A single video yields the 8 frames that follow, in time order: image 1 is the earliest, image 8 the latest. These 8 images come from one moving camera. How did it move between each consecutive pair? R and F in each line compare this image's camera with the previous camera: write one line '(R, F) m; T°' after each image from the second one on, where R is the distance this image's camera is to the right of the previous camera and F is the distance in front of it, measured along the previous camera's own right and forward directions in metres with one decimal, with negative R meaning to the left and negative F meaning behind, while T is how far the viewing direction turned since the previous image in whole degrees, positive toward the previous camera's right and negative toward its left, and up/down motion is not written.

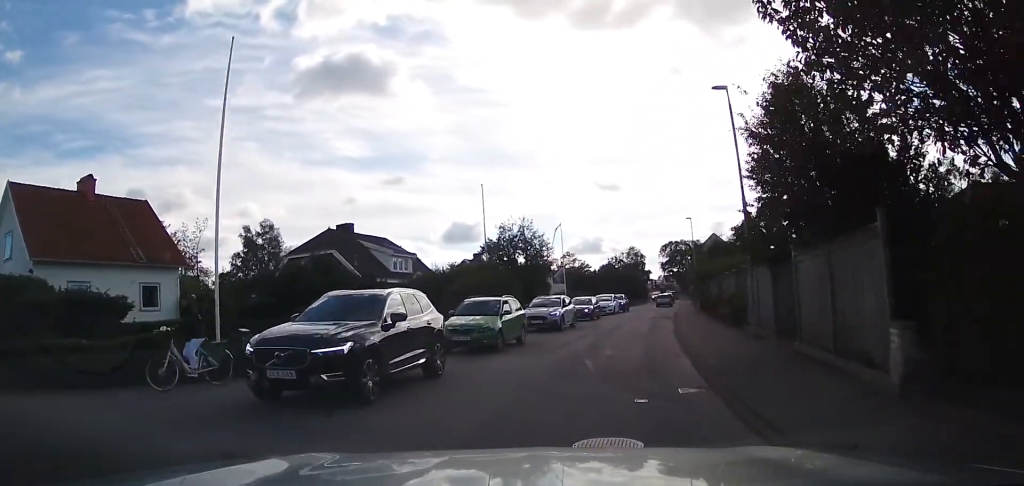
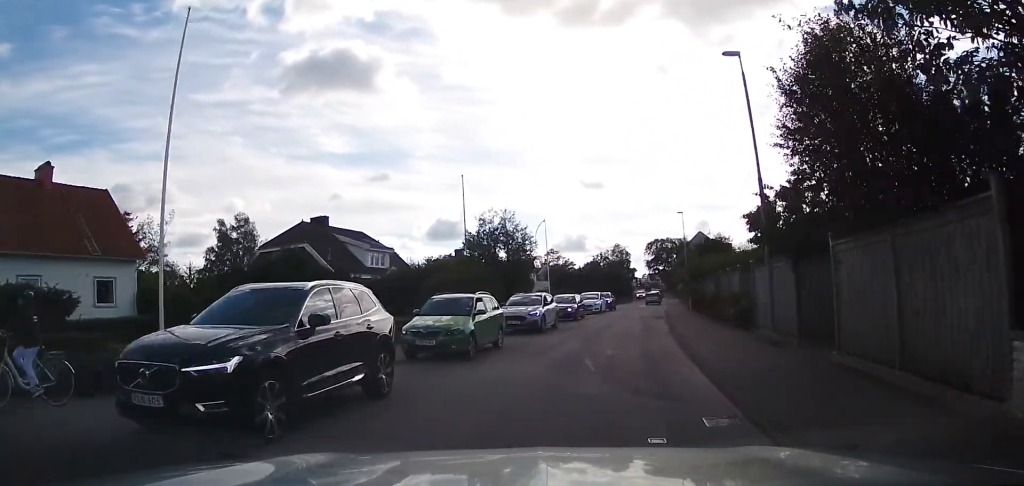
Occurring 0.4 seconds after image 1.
(-0.1, +2.5) m; +2°
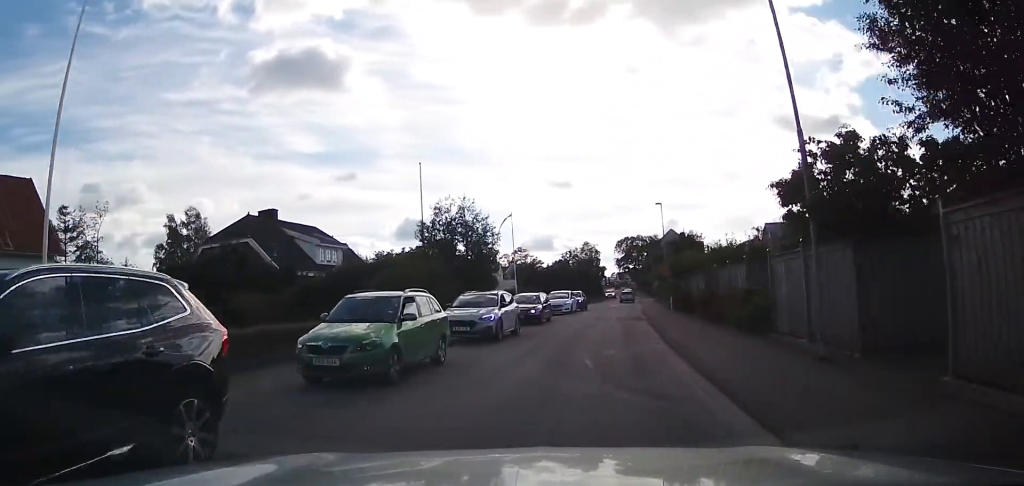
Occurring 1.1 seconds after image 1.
(+0.1, +3.9) m; +4°
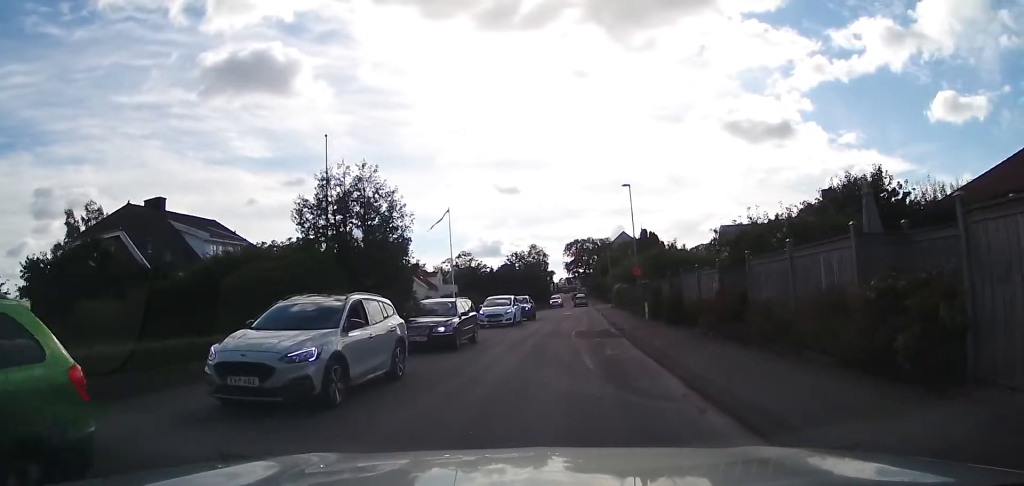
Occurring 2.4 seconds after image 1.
(+0.9, +8.5) m; +8°
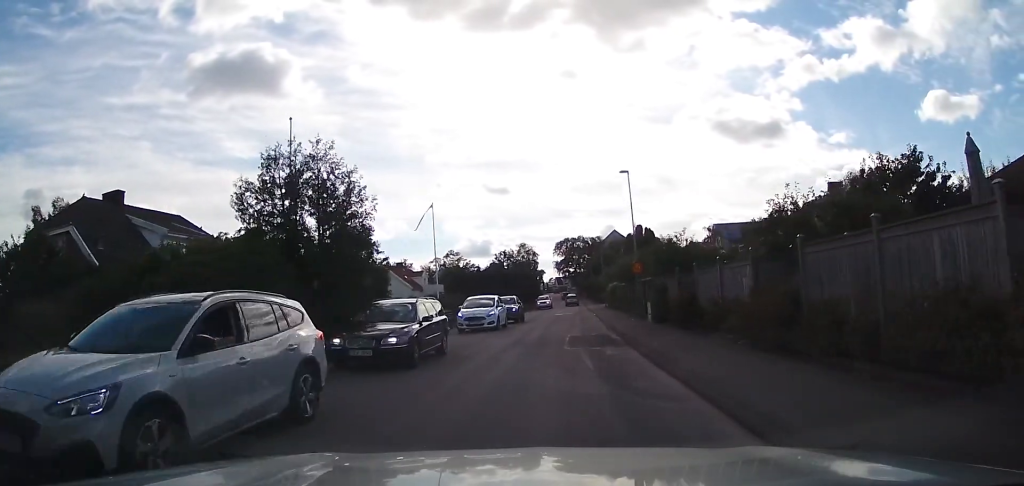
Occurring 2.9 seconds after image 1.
(+0.1, +3.4) m; +1°
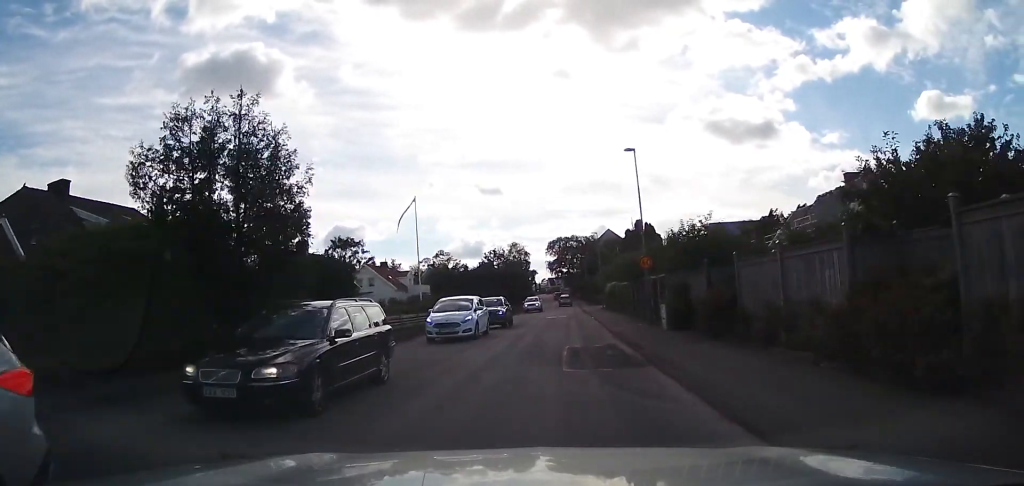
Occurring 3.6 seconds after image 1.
(0.0, +4.4) m; 0°
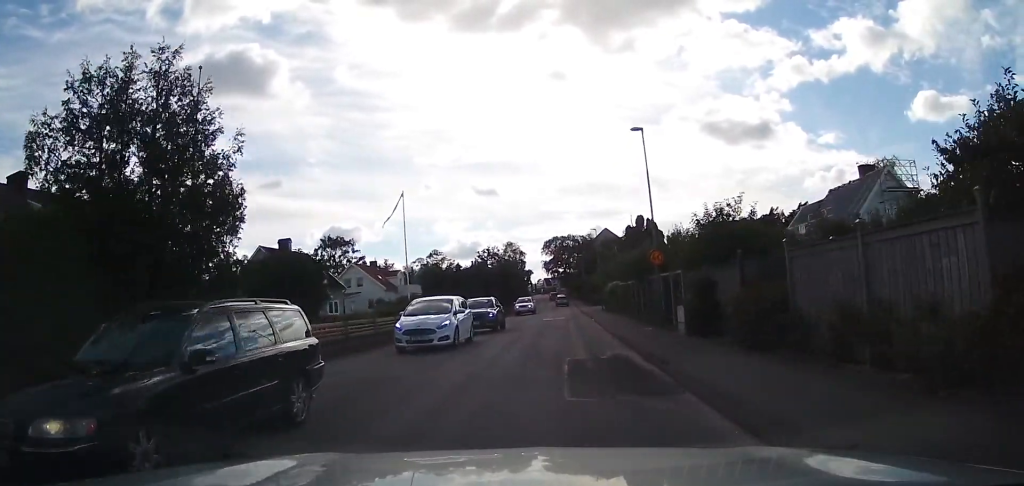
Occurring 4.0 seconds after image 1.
(0.0, +3.0) m; 0°
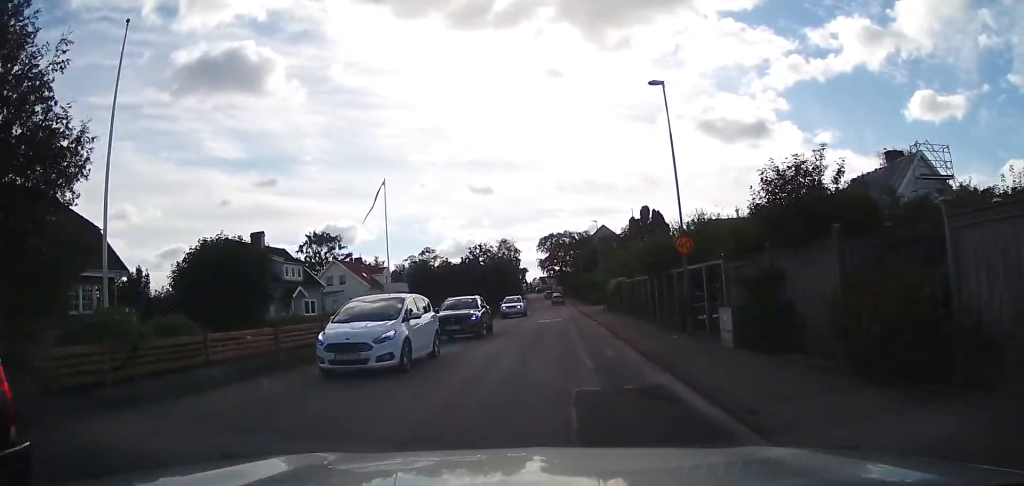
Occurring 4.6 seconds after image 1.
(0.0, +4.5) m; +1°
